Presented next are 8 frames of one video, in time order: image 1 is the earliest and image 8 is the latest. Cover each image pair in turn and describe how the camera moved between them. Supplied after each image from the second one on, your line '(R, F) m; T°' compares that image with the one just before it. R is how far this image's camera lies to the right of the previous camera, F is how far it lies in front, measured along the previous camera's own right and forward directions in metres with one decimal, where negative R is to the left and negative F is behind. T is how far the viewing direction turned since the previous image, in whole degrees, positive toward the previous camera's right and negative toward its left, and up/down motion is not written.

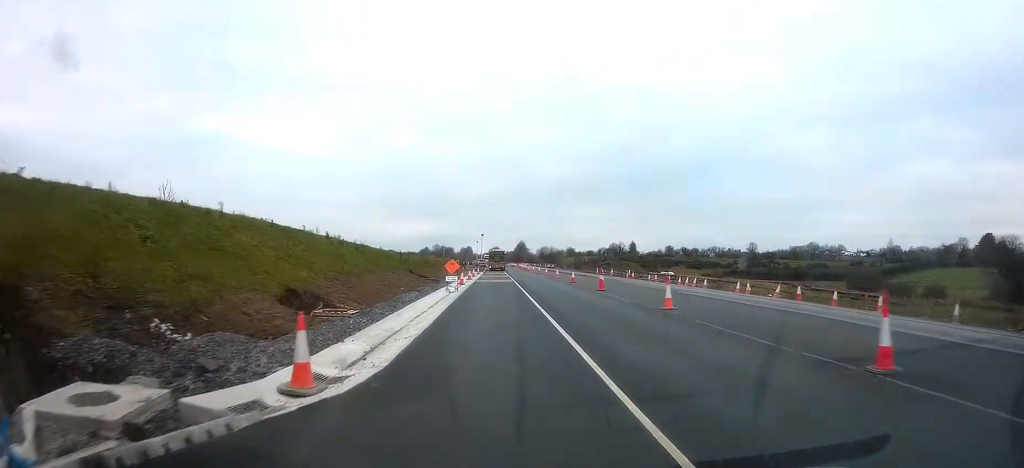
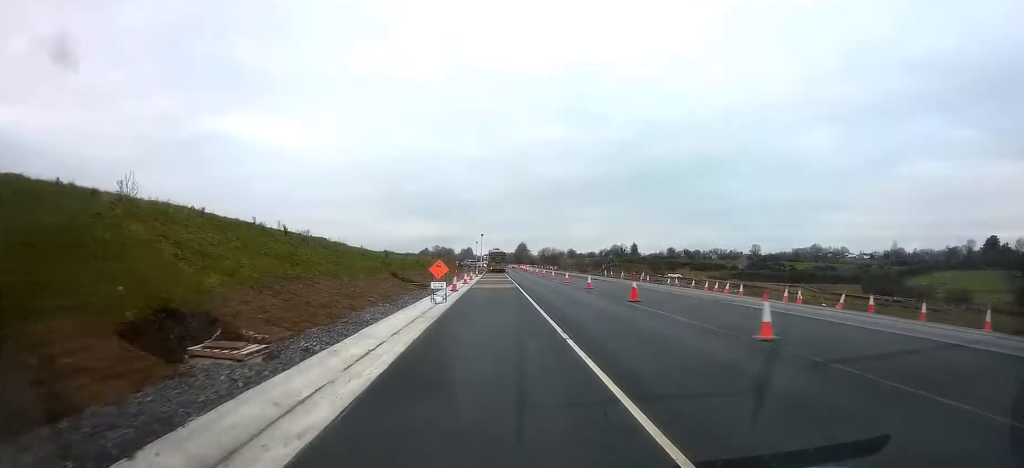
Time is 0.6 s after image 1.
(0.0, +6.4) m; -1°
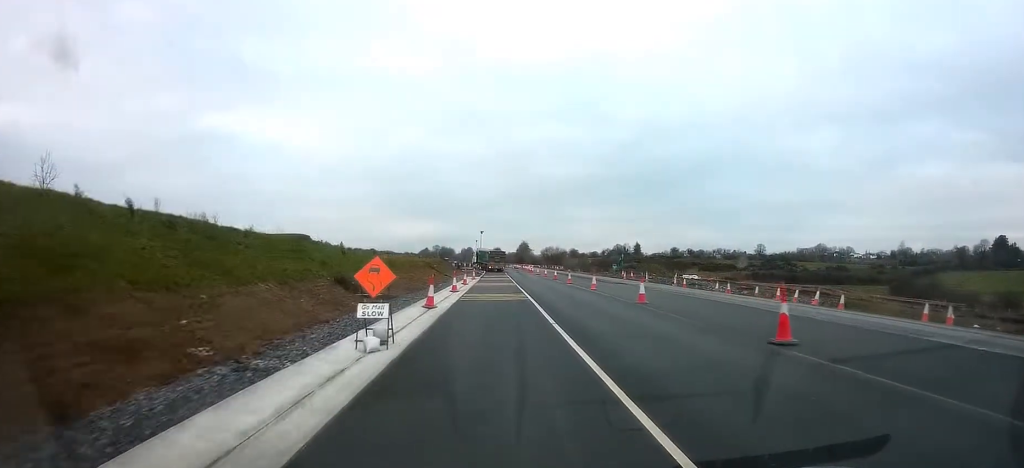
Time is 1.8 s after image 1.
(-0.2, +11.8) m; 0°
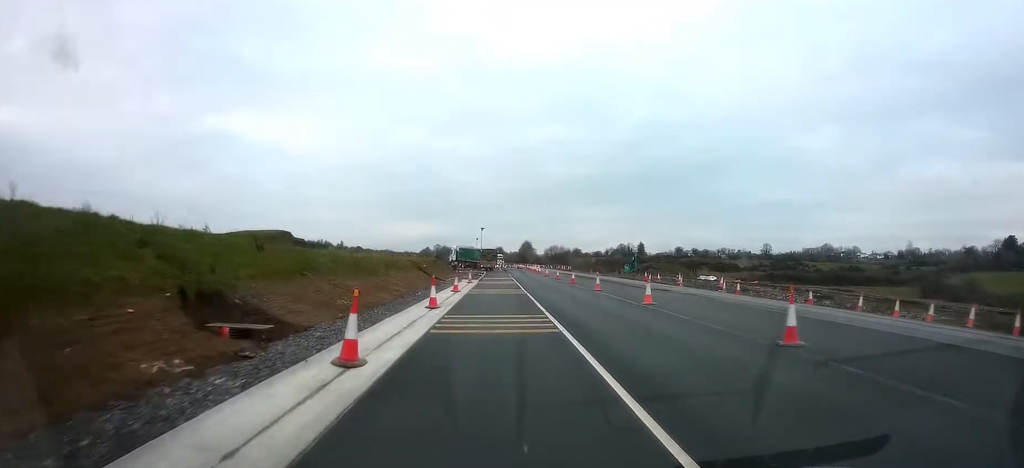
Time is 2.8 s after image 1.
(+0.2, +11.5) m; +3°
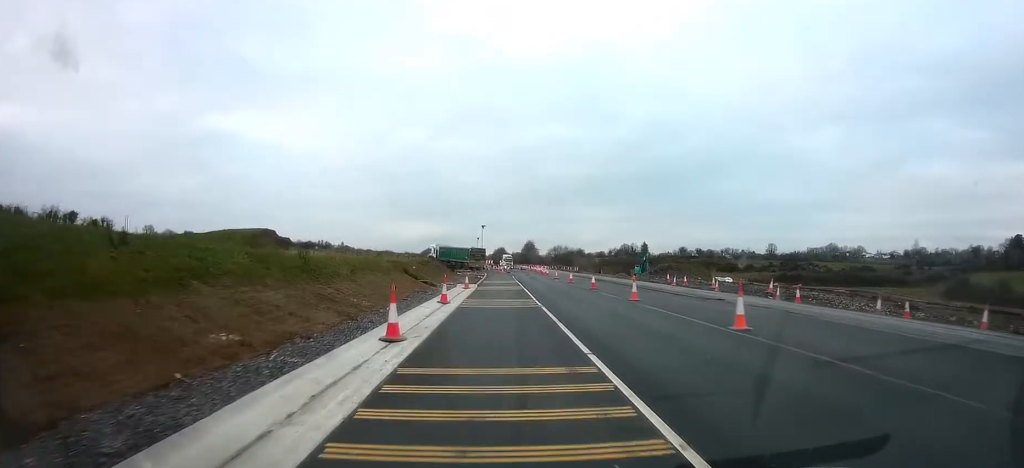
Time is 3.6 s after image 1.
(+0.2, +8.7) m; +1°
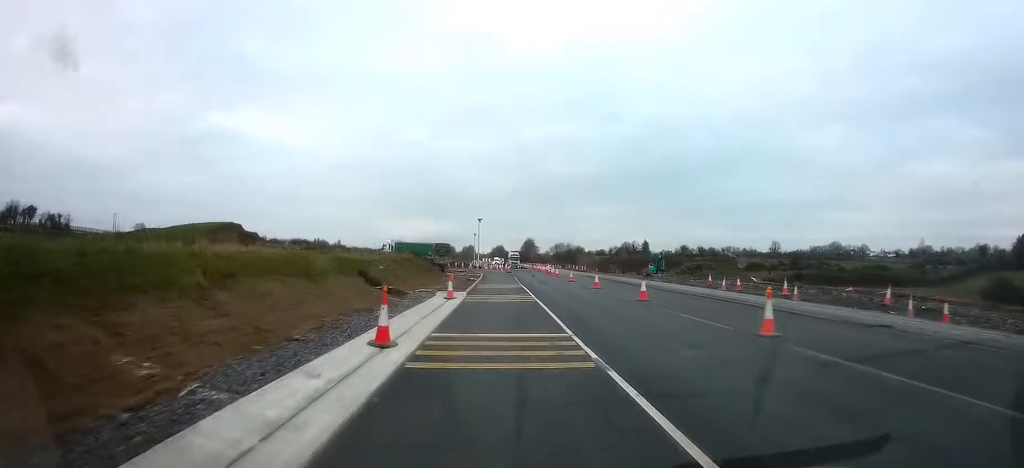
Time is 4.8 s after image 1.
(-0.1, +14.2) m; -1°
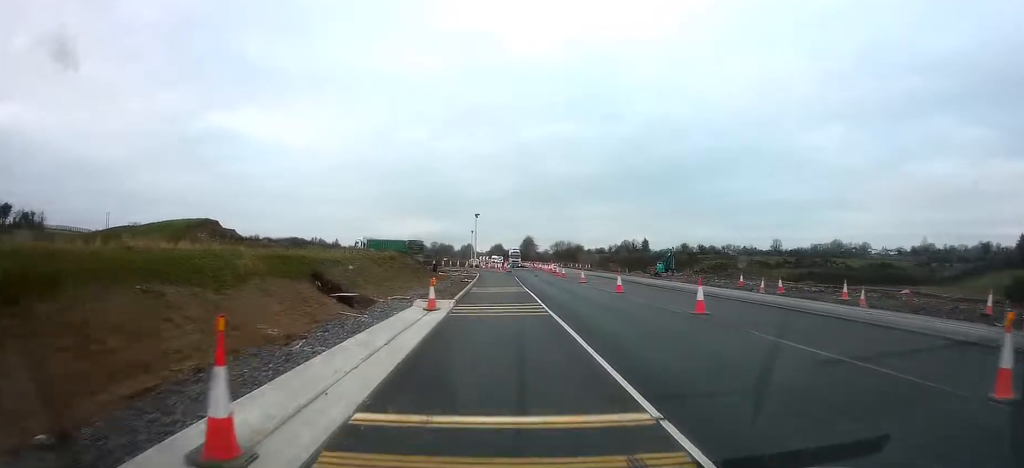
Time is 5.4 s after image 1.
(-0.1, +7.6) m; 0°
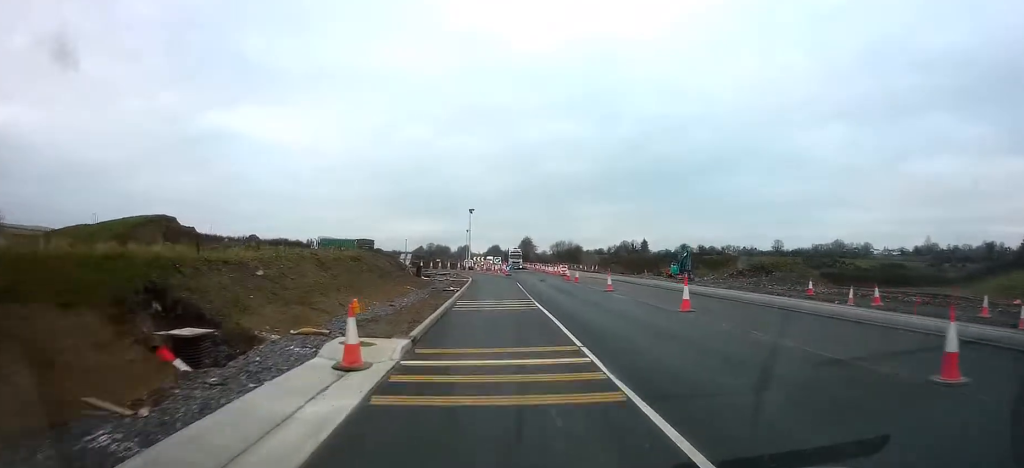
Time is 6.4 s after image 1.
(+0.1, +10.8) m; +1°
